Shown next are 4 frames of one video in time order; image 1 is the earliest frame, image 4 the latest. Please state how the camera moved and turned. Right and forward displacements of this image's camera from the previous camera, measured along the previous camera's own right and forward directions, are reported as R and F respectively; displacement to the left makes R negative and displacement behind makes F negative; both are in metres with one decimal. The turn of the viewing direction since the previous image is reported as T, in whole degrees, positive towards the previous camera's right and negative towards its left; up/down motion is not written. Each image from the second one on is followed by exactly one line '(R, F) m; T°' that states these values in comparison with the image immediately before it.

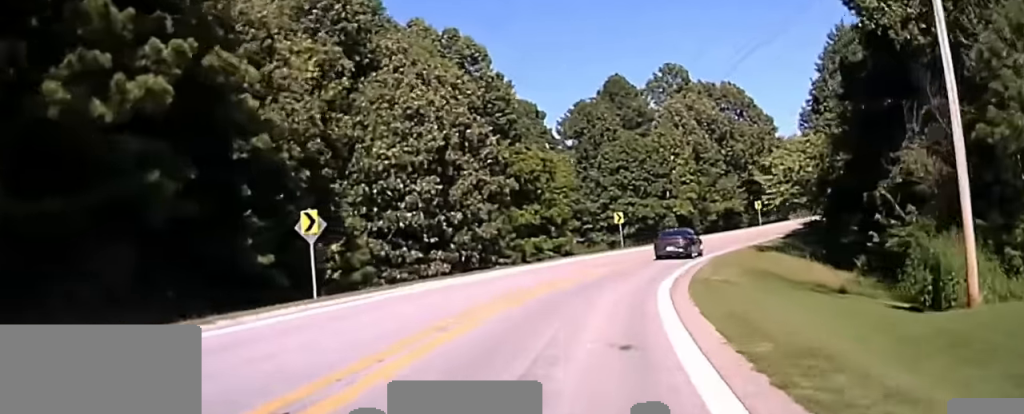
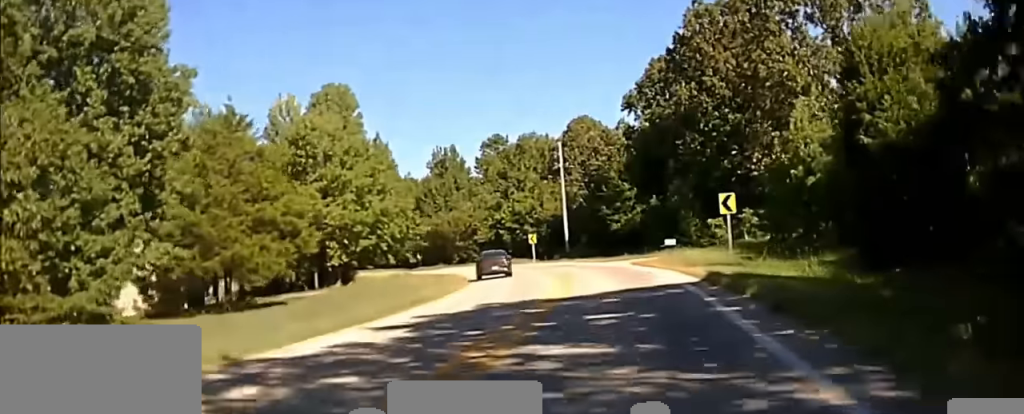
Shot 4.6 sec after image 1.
(+54.6, +139.9) m; +39°
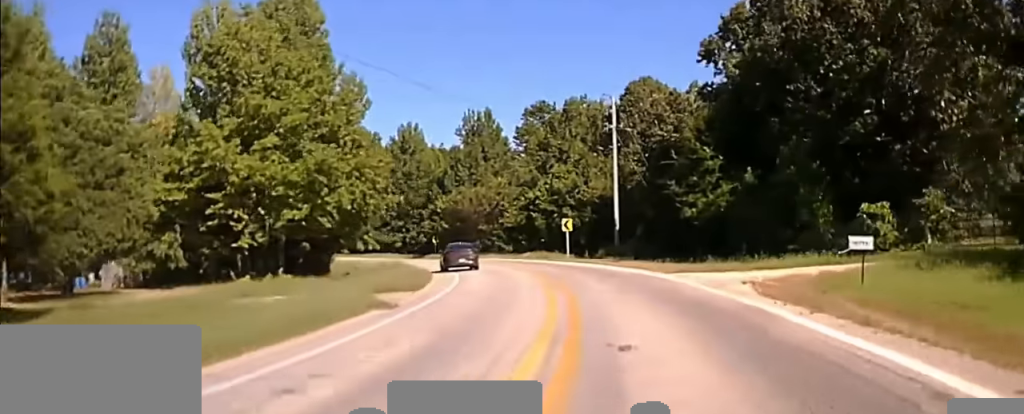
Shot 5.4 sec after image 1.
(+0.4, +31.8) m; -3°
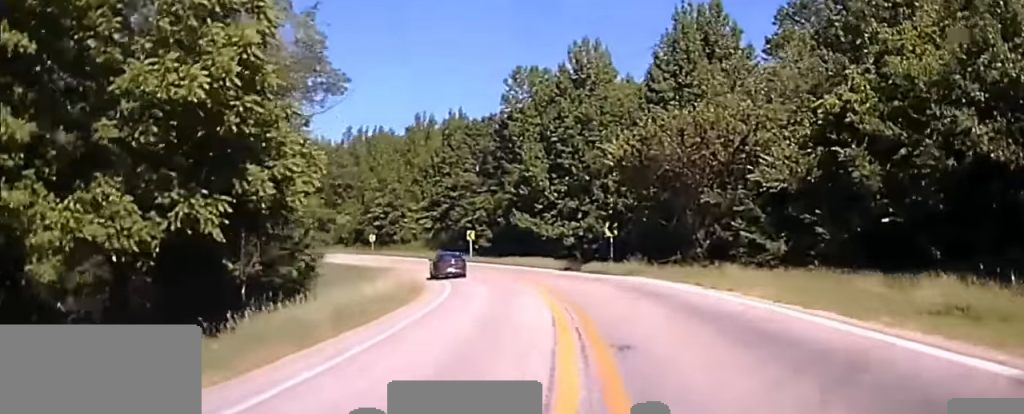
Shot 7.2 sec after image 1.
(-6.7, +54.0) m; -15°
